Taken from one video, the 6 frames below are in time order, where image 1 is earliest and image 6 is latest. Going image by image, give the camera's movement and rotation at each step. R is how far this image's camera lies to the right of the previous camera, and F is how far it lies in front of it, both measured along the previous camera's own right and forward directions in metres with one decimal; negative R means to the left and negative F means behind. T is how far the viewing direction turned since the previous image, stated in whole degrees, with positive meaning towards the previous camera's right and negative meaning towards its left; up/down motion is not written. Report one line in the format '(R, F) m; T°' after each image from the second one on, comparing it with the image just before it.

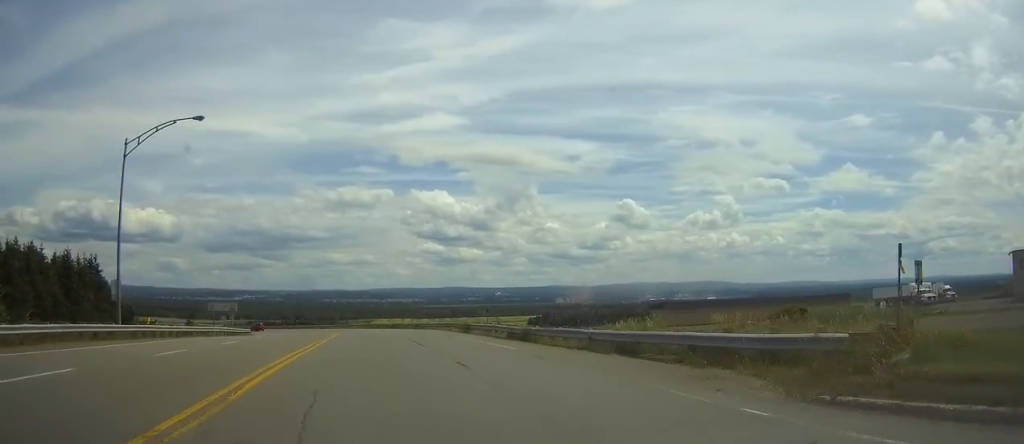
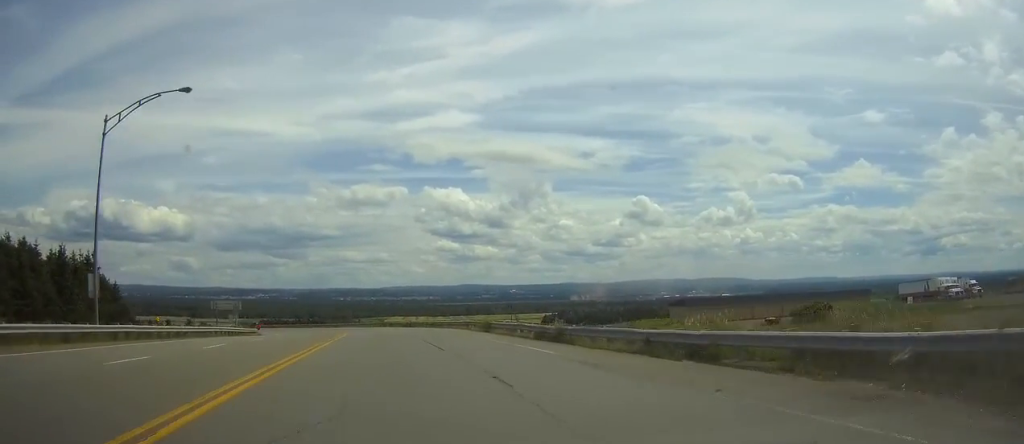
(-0.1, +4.2) m; -1°
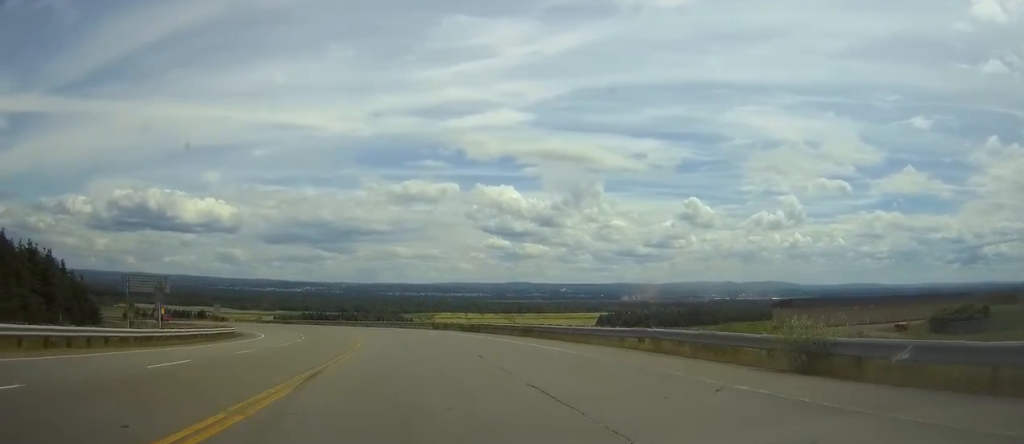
(+0.3, +35.0) m; 0°
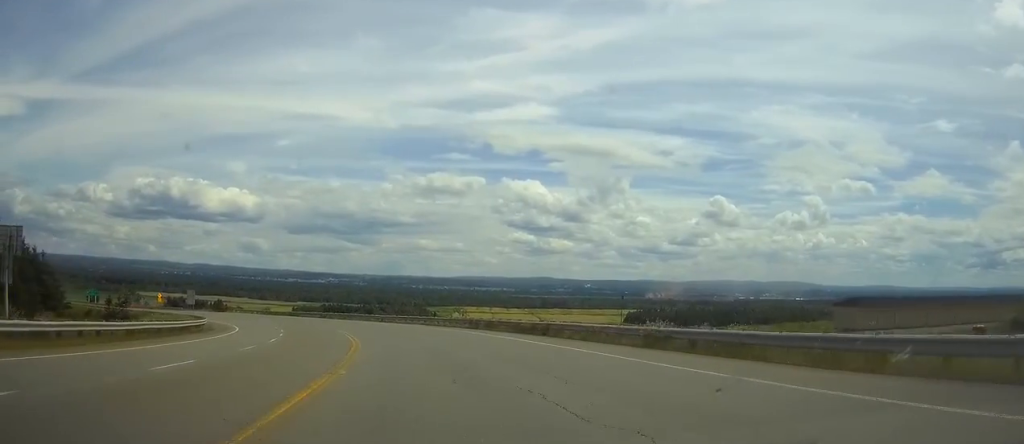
(-0.2, +18.6) m; -2°
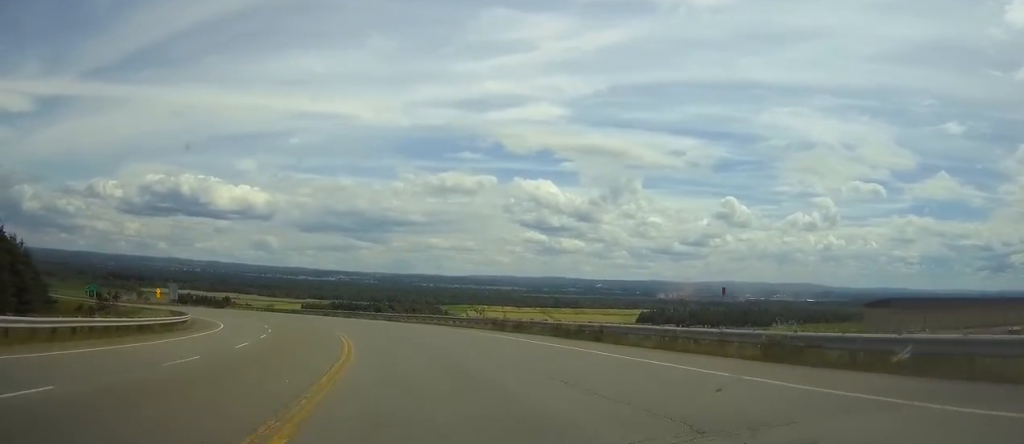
(-0.2, +8.1) m; -1°
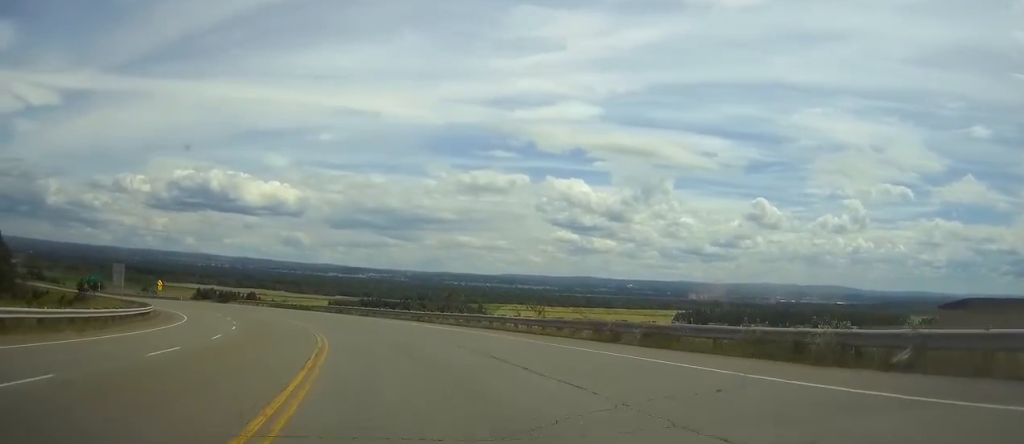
(-0.2, +17.0) m; -3°
